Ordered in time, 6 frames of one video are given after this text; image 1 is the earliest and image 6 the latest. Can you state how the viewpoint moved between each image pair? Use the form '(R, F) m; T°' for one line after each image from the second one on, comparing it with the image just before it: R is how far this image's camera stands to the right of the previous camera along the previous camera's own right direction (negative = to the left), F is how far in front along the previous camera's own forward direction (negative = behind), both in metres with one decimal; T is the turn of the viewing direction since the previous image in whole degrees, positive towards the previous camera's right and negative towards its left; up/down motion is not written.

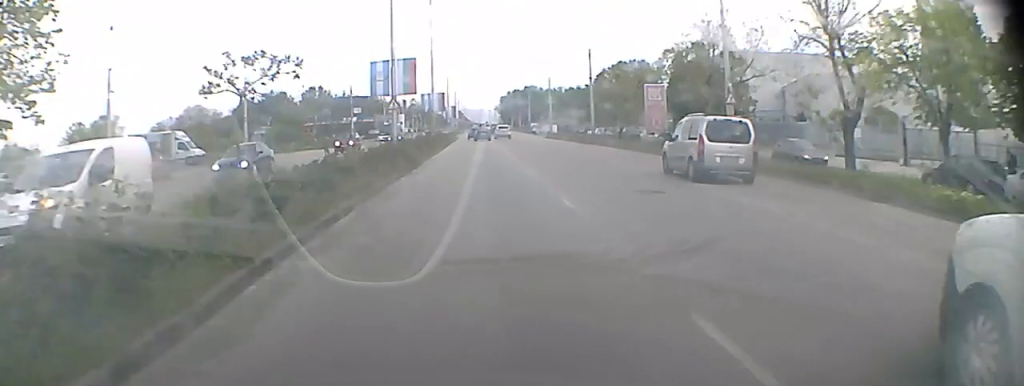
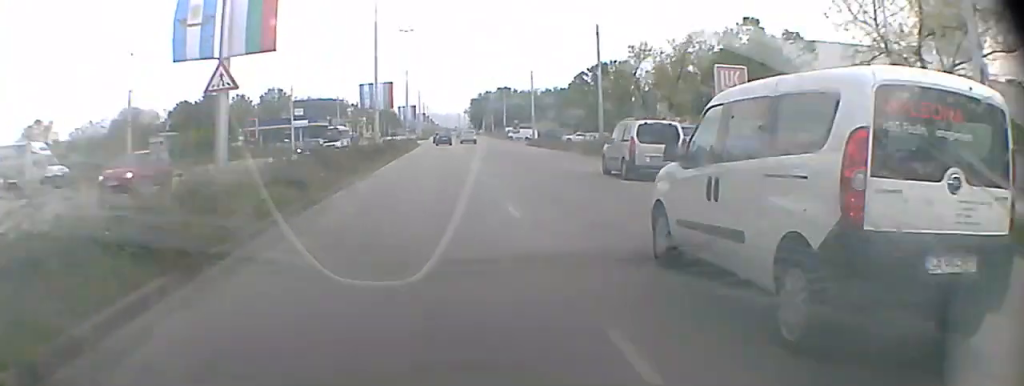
(+0.1, +18.4) m; +1°
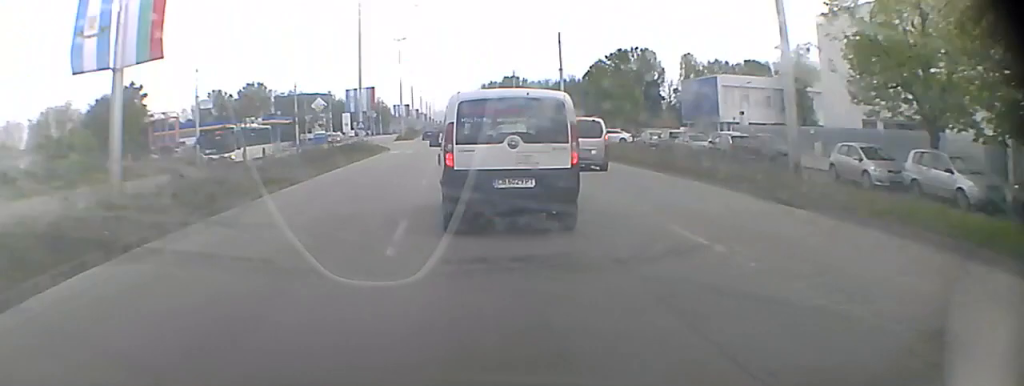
(+0.3, +31.0) m; +1°
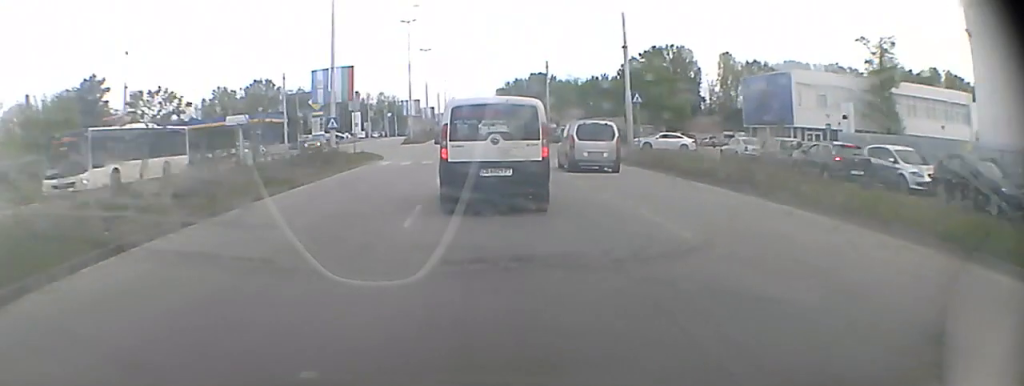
(+0.1, +15.7) m; -1°
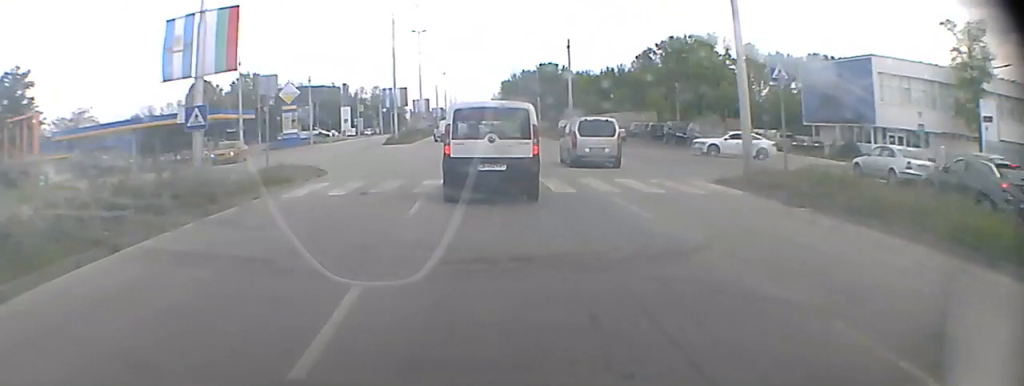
(-0.3, +15.8) m; -1°
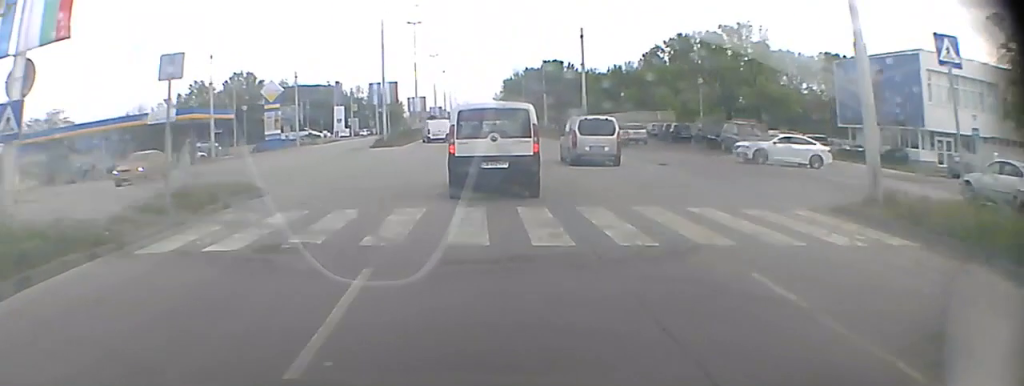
(0.0, +7.2) m; 0°
